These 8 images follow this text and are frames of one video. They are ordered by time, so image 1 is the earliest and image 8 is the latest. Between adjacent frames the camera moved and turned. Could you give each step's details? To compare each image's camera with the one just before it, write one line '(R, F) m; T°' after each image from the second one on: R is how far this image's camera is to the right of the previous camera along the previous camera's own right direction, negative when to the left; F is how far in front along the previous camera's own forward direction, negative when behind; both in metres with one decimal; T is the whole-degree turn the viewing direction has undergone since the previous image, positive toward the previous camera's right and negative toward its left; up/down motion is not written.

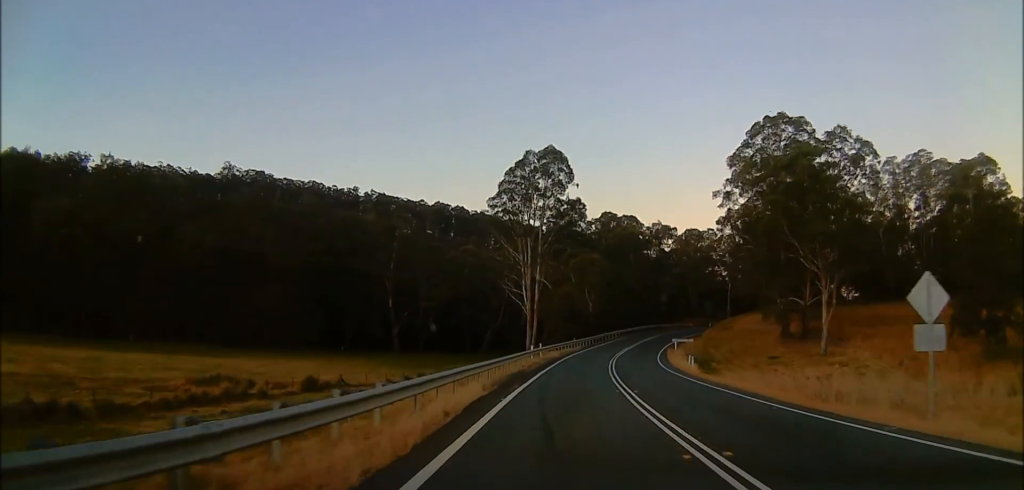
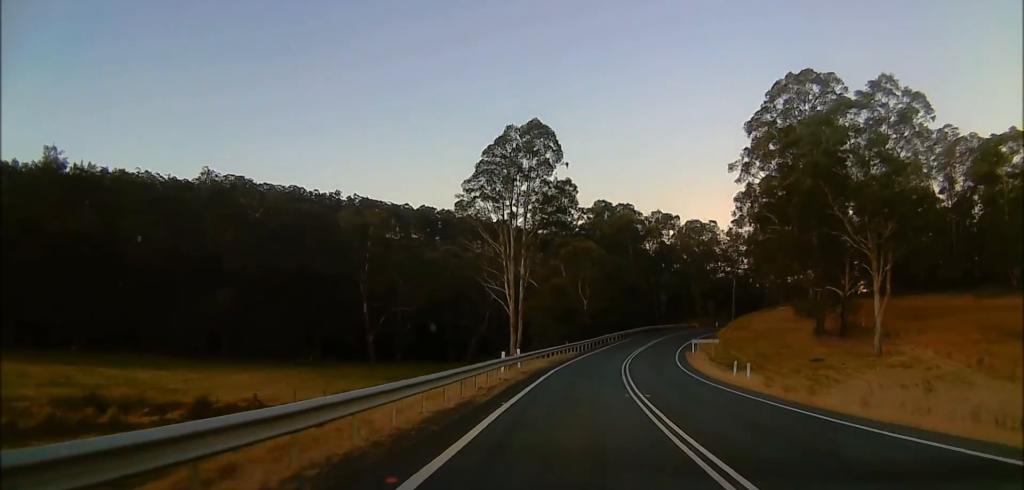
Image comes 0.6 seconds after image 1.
(-0.2, +13.4) m; -1°
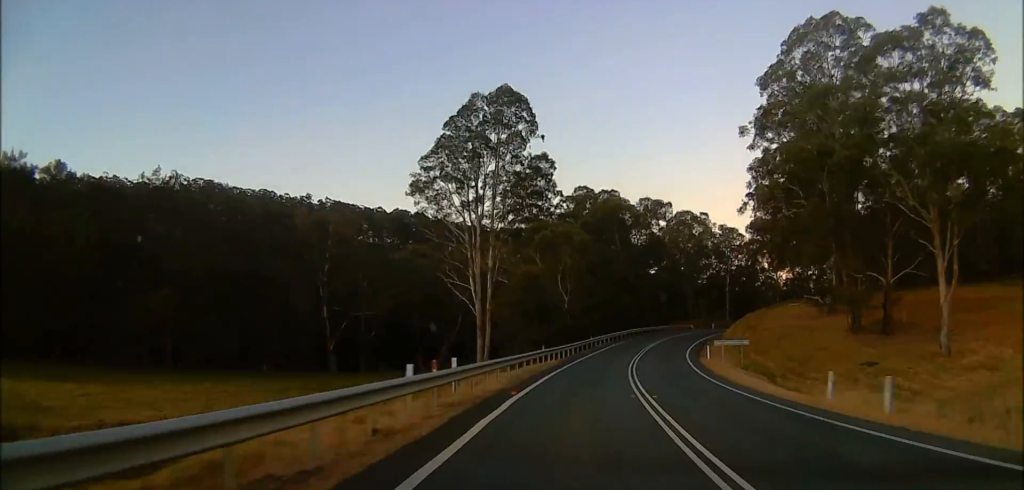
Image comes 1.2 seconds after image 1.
(0.0, +13.6) m; +1°
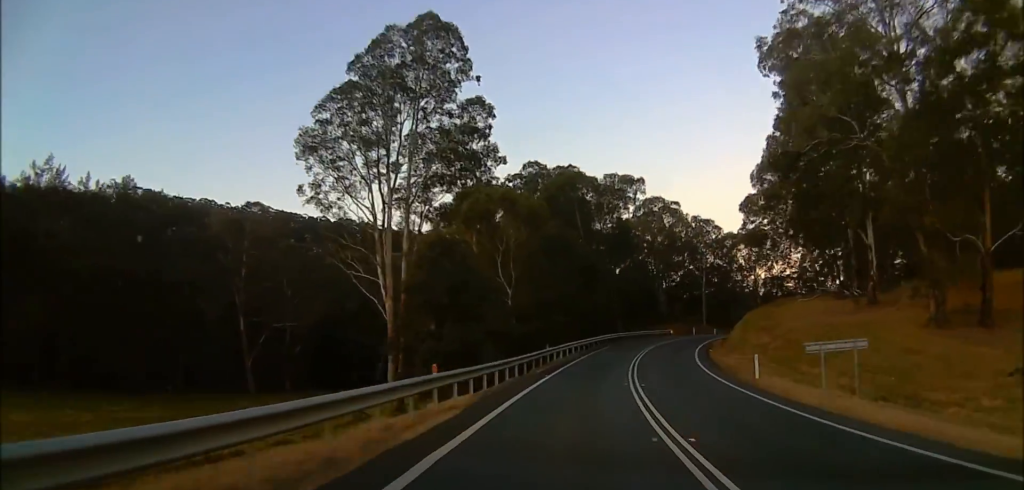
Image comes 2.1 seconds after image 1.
(+0.4, +19.5) m; +5°
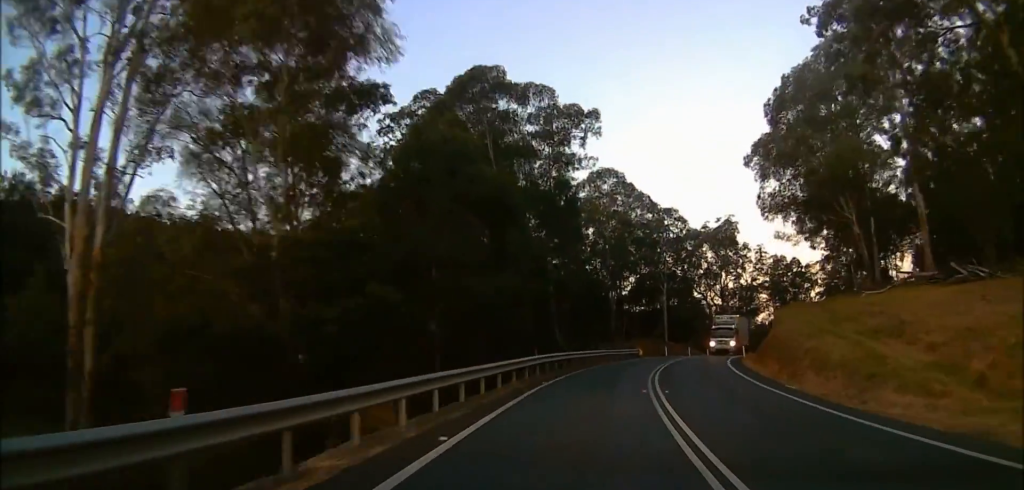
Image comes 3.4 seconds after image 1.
(+2.5, +28.5) m; +8°
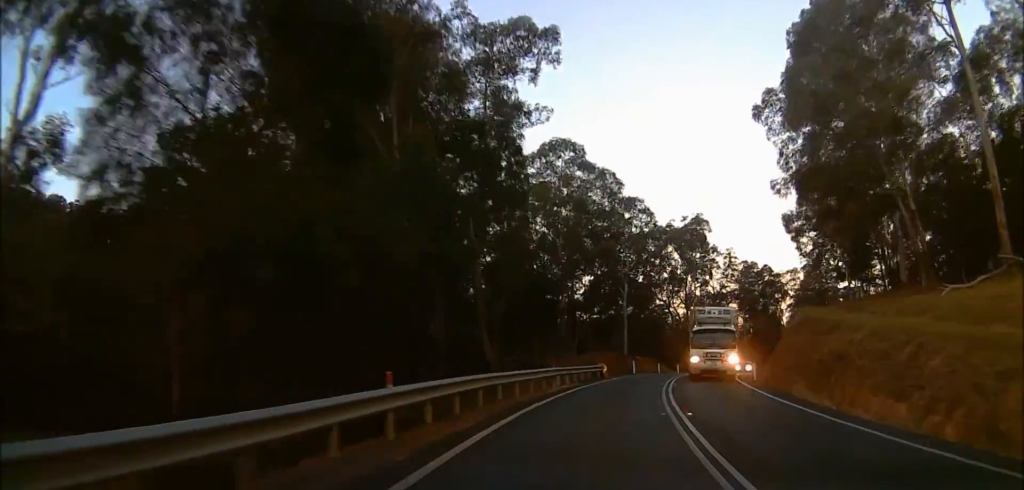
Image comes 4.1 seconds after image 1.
(+0.3, +15.0) m; +2°
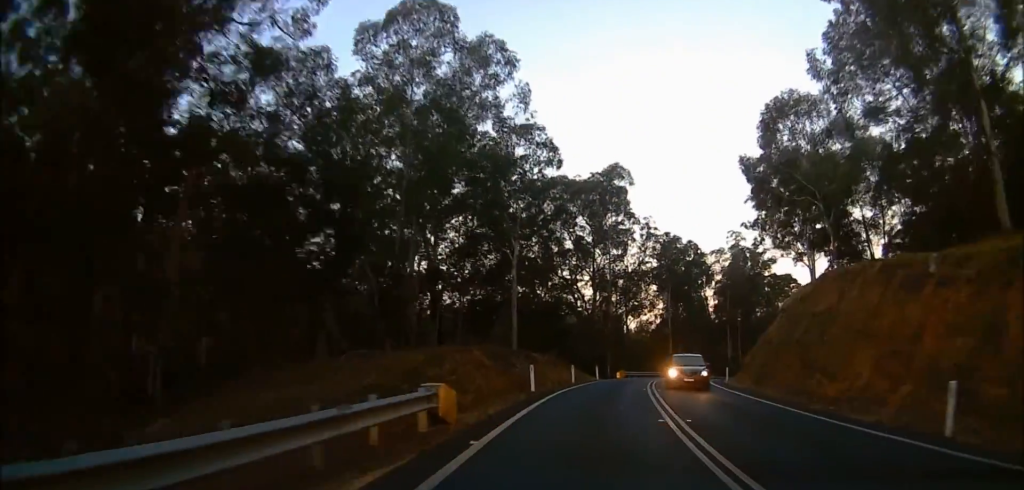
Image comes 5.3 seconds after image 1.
(+0.7, +25.6) m; +8°
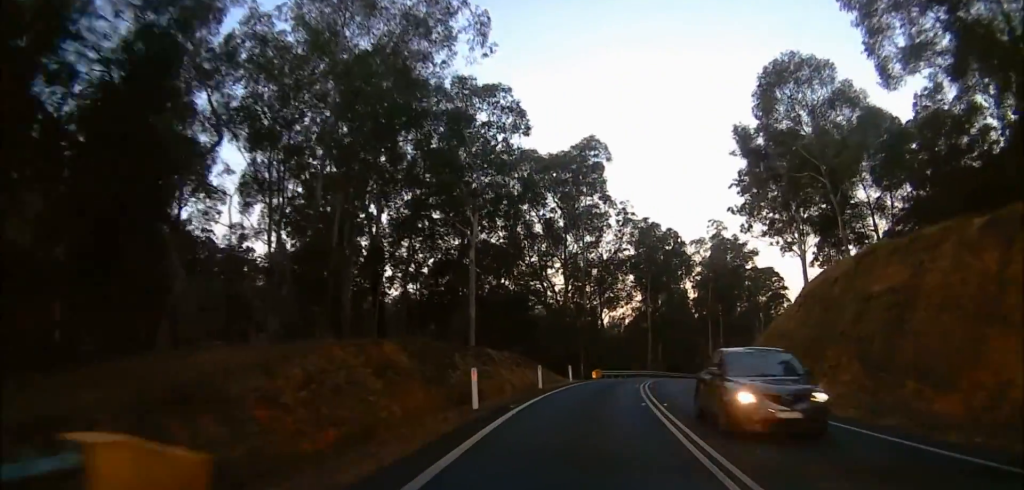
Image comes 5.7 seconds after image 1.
(+0.1, +8.0) m; +3°
